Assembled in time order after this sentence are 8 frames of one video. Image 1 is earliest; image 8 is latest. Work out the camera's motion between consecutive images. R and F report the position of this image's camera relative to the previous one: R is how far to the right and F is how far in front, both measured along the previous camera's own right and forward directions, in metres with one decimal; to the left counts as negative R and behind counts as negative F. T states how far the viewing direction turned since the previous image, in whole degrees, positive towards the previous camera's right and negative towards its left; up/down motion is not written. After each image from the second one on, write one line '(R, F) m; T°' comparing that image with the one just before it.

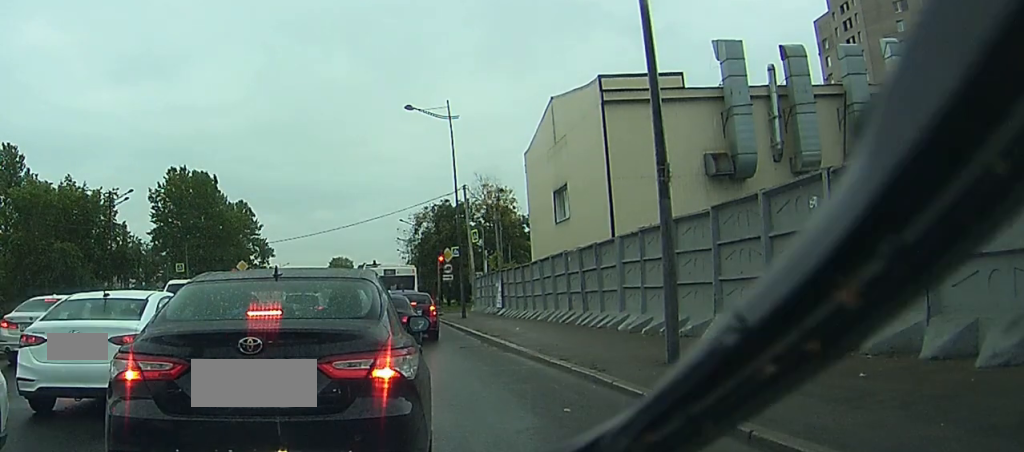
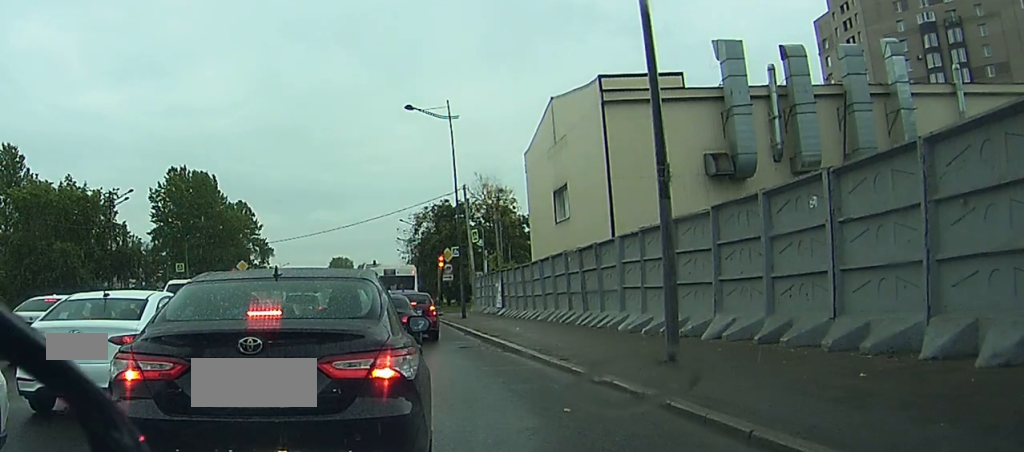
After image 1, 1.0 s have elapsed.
(+0.1, +0.2) m; 0°
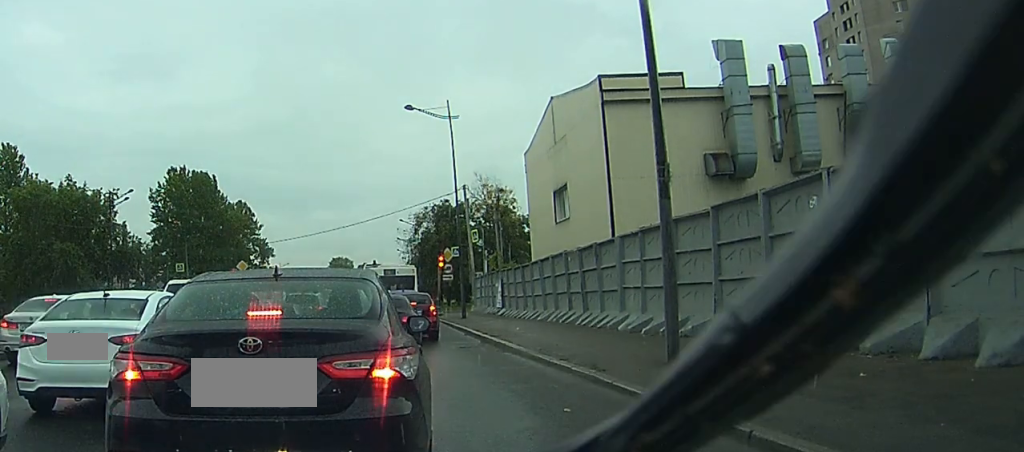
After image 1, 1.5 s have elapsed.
(0.0, +0.1) m; 0°
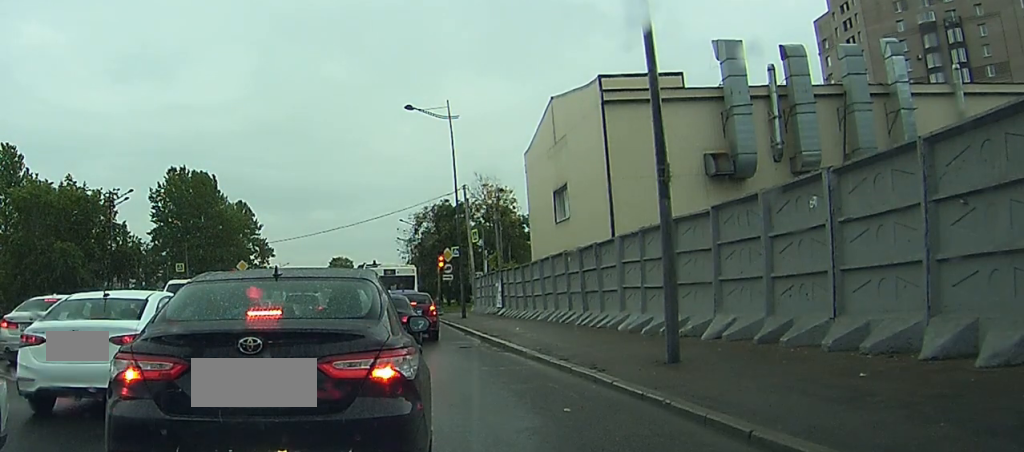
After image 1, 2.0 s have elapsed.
(0.0, +0.1) m; 0°
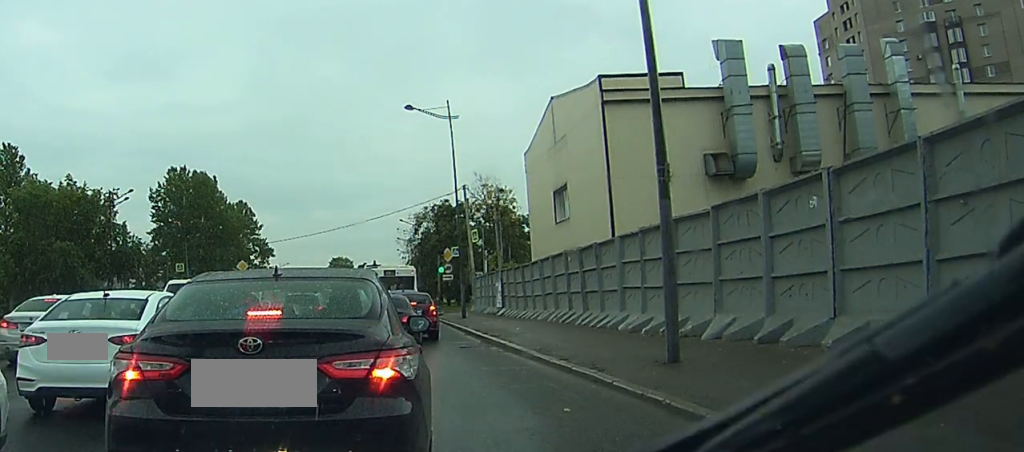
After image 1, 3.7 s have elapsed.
(+0.2, +0.2) m; 0°
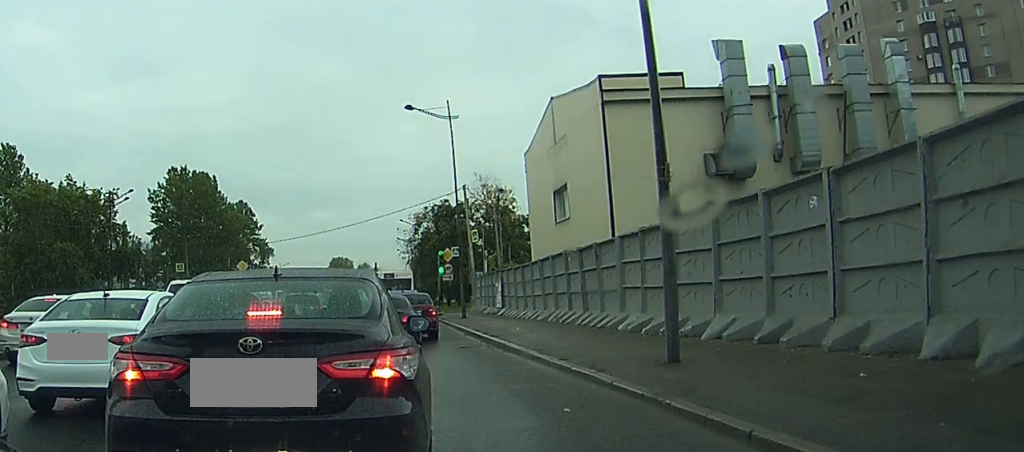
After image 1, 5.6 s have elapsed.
(+0.2, +0.2) m; 0°
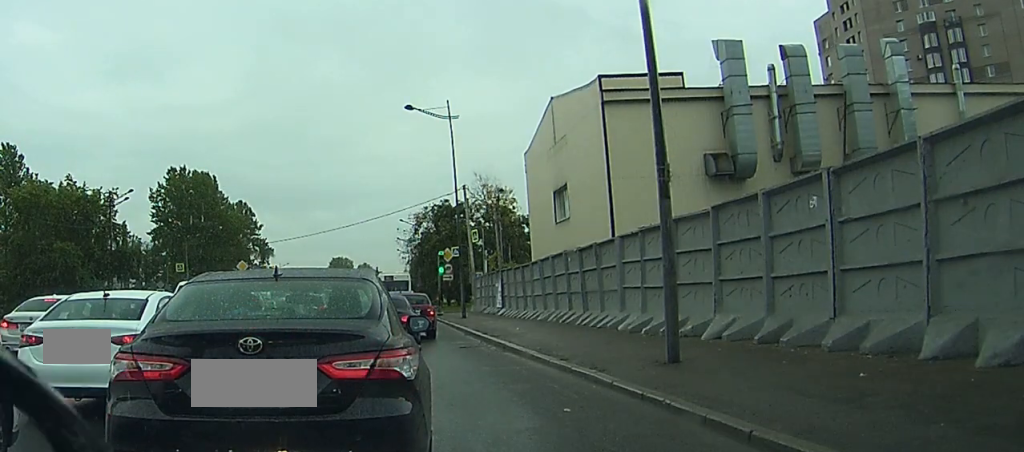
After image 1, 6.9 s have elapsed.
(+0.1, +0.2) m; 0°
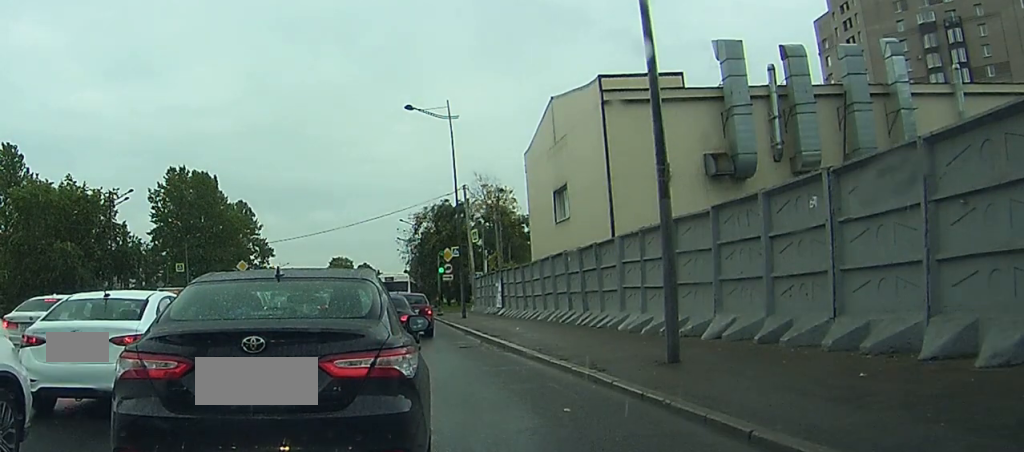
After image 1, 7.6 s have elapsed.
(0.0, +0.1) m; 0°
